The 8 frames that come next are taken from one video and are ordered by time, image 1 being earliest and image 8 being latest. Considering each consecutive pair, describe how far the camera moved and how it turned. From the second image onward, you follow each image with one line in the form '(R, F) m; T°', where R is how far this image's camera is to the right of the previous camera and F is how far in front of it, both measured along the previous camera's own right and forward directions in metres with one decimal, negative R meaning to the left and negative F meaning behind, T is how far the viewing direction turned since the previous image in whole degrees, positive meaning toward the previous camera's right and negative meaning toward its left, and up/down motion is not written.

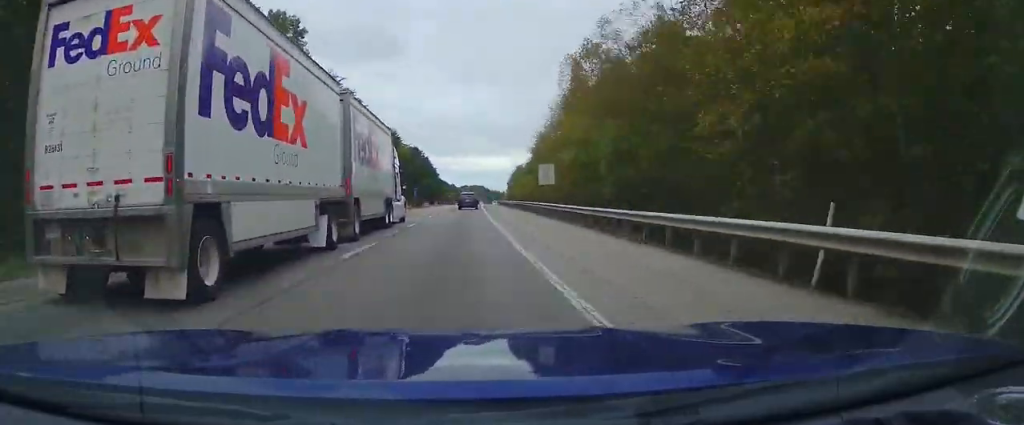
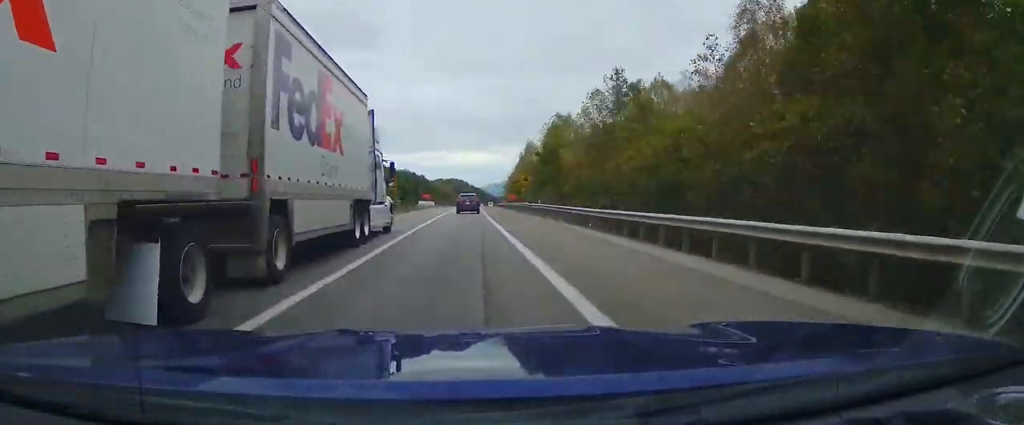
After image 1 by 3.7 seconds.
(+0.8, +108.8) m; +1°
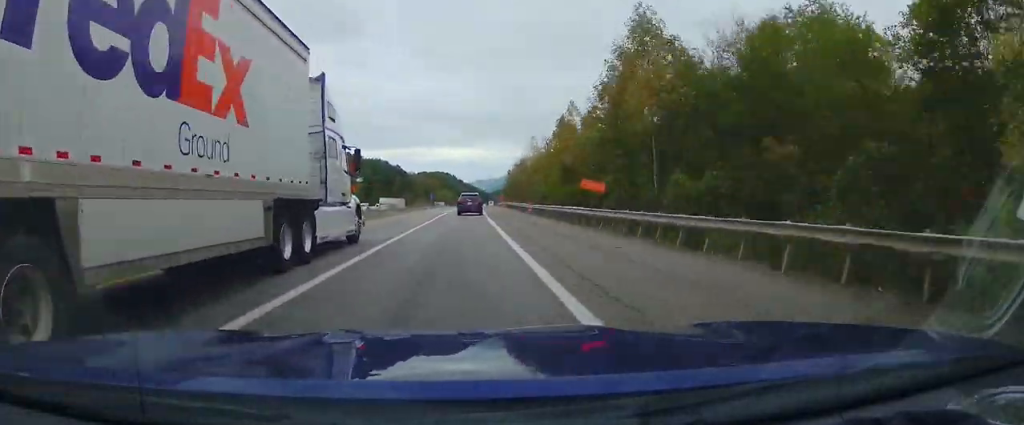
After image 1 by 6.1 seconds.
(+0.7, +70.4) m; +2°
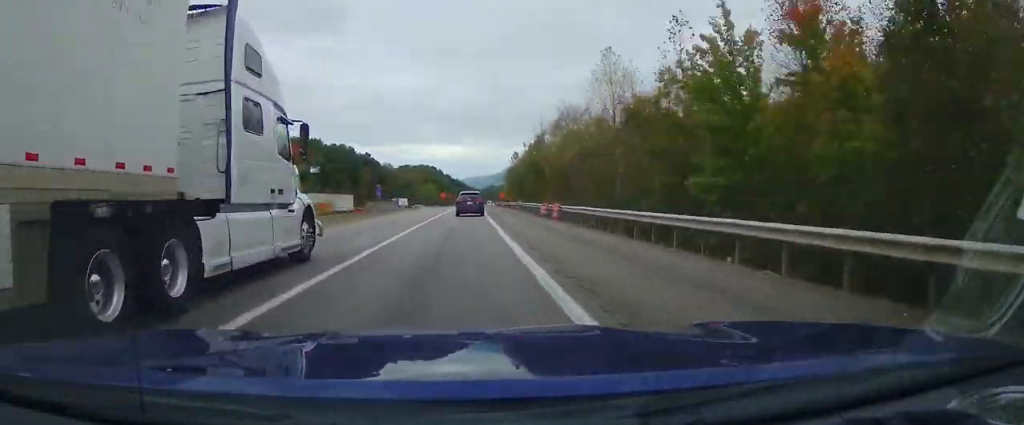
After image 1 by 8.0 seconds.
(0.0, +56.0) m; +1°
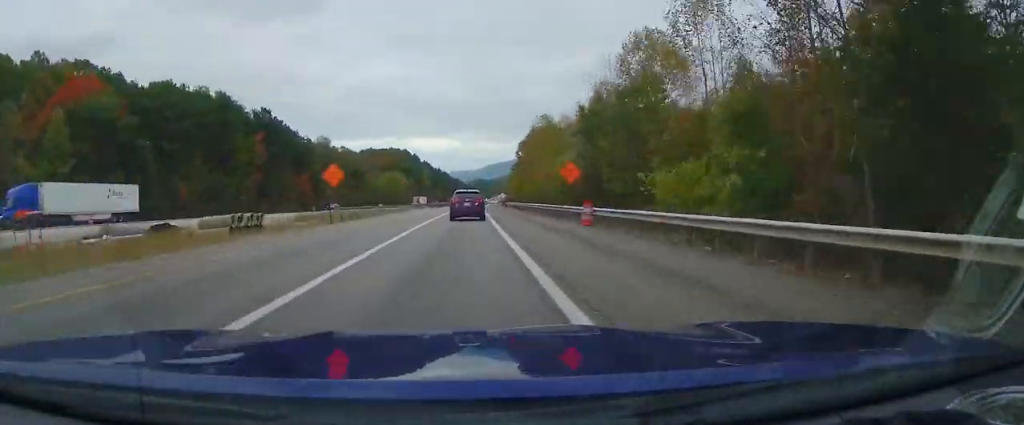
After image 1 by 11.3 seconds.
(+2.5, +106.5) m; +2°
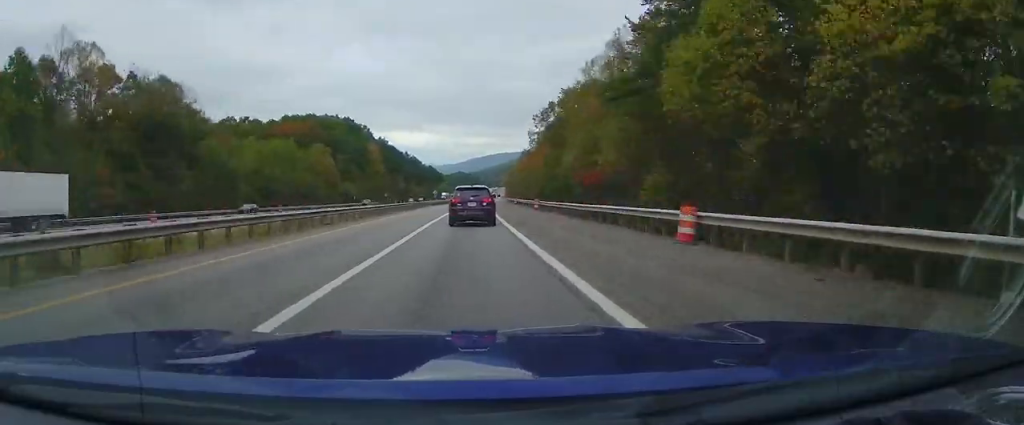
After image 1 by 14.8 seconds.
(+1.9, +116.4) m; +2°
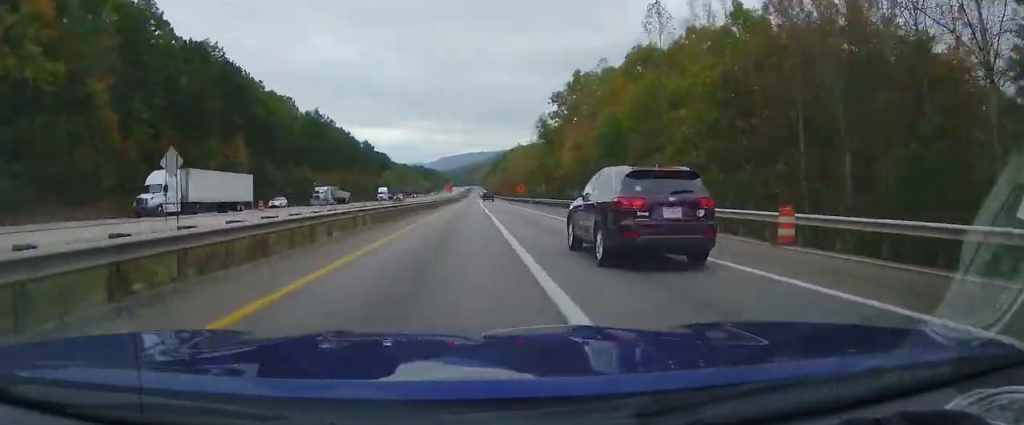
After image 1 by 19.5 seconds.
(+3.2, +160.5) m; +2°
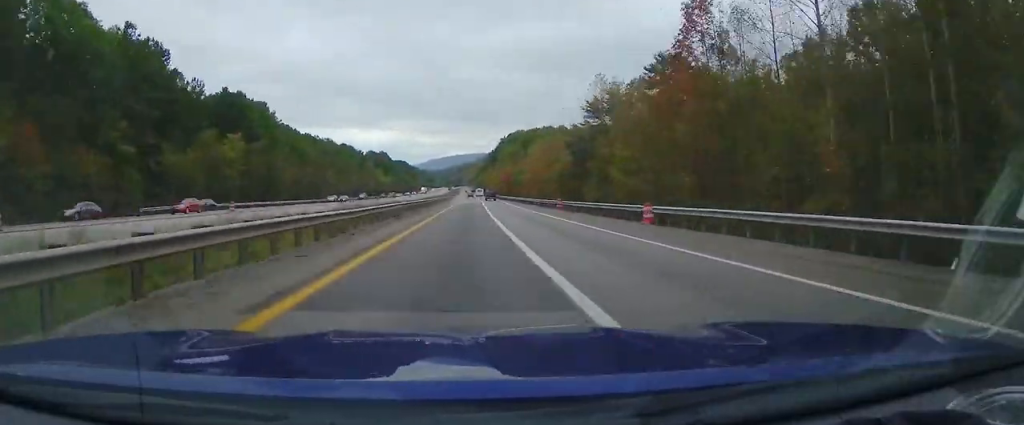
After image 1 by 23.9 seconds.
(+1.6, +153.6) m; 0°
